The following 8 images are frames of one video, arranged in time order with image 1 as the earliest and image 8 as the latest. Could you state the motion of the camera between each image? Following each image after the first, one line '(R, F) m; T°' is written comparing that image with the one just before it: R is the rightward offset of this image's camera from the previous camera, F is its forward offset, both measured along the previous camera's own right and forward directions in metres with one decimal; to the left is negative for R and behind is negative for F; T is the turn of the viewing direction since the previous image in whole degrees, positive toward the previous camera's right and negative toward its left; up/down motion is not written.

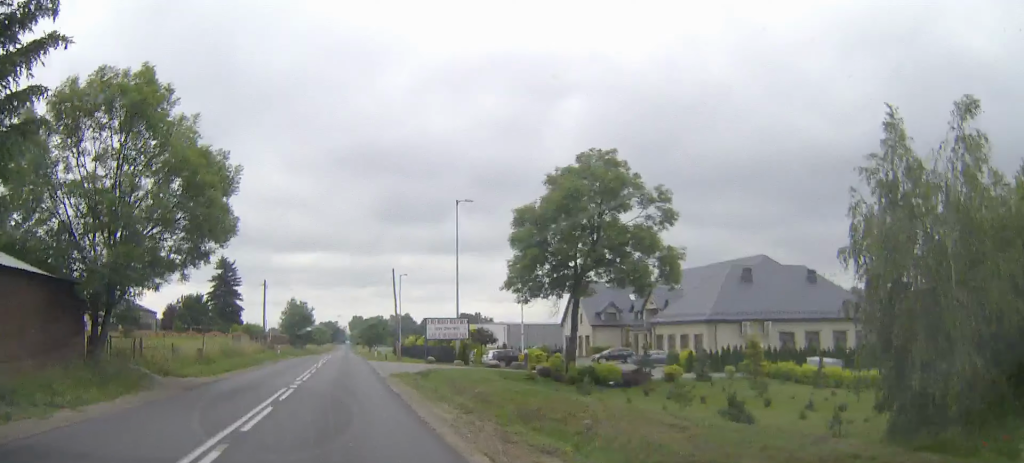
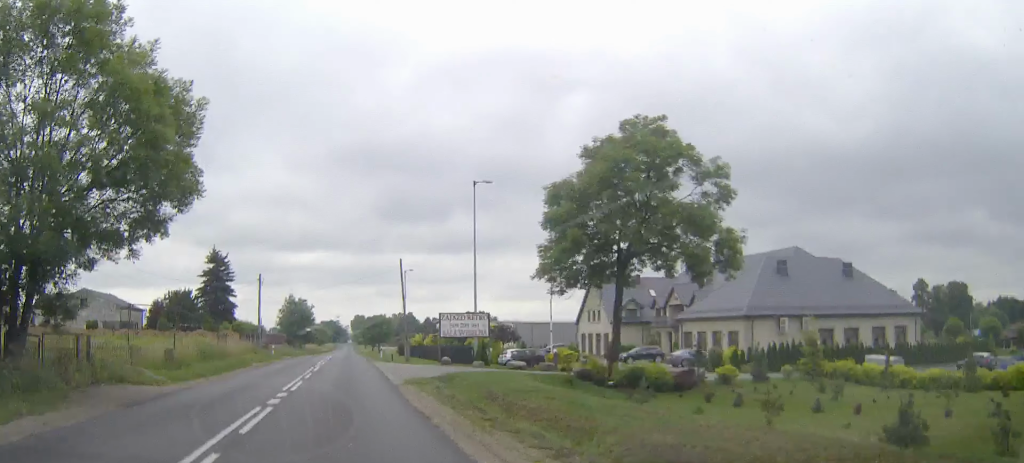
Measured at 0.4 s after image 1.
(0.0, +6.7) m; 0°
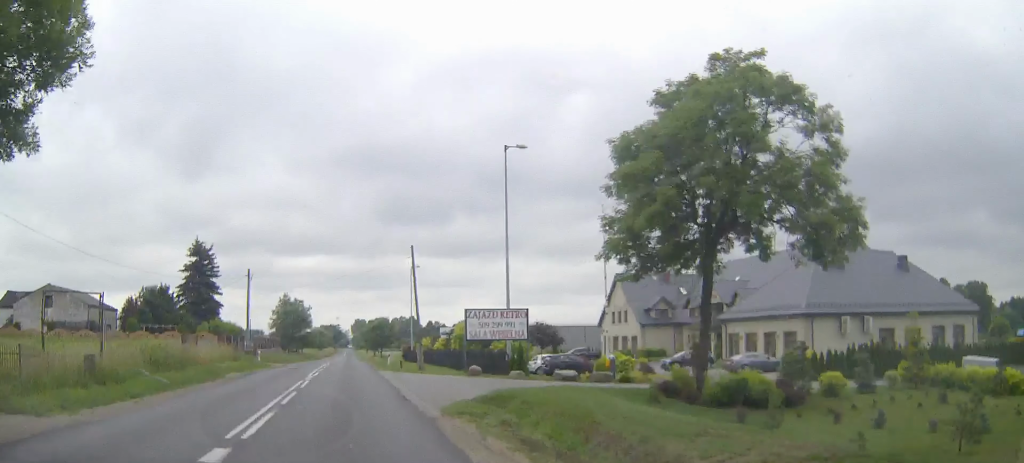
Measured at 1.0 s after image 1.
(0.0, +9.4) m; 0°
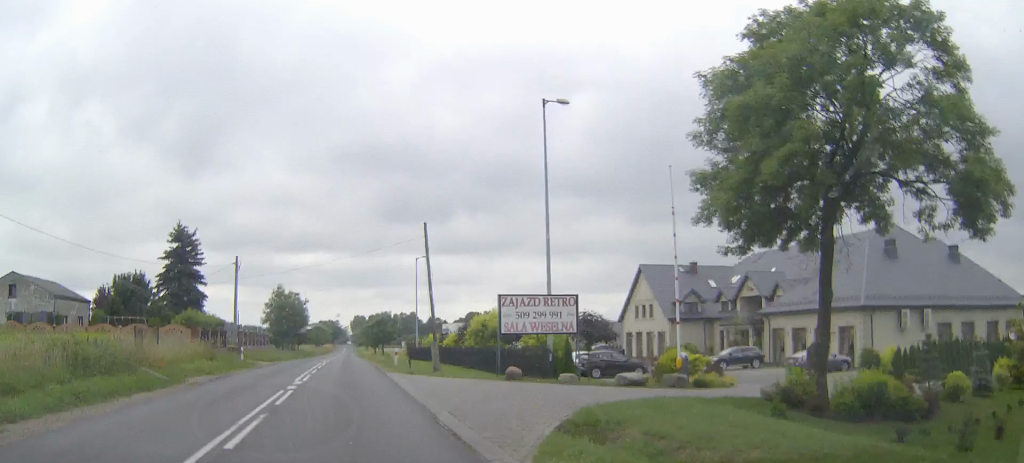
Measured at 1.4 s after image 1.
(0.0, +8.1) m; 0°
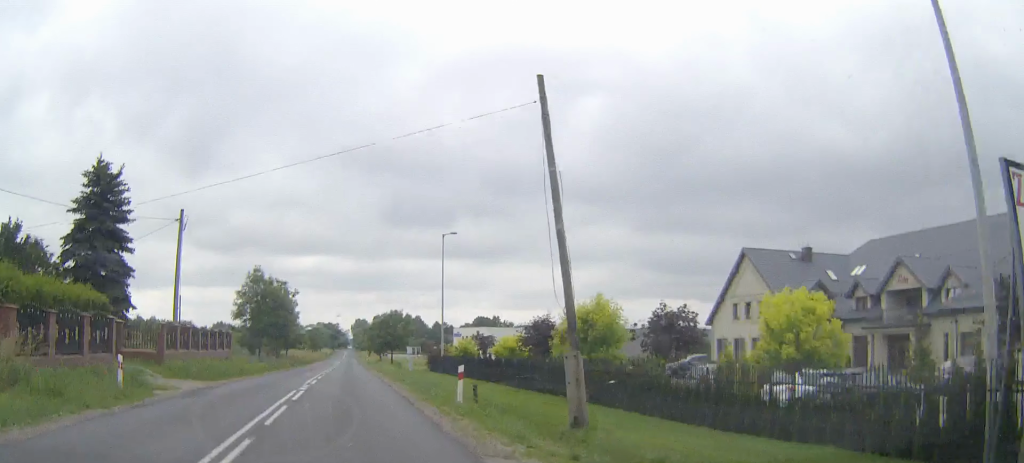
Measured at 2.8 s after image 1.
(0.0, +22.8) m; 0°
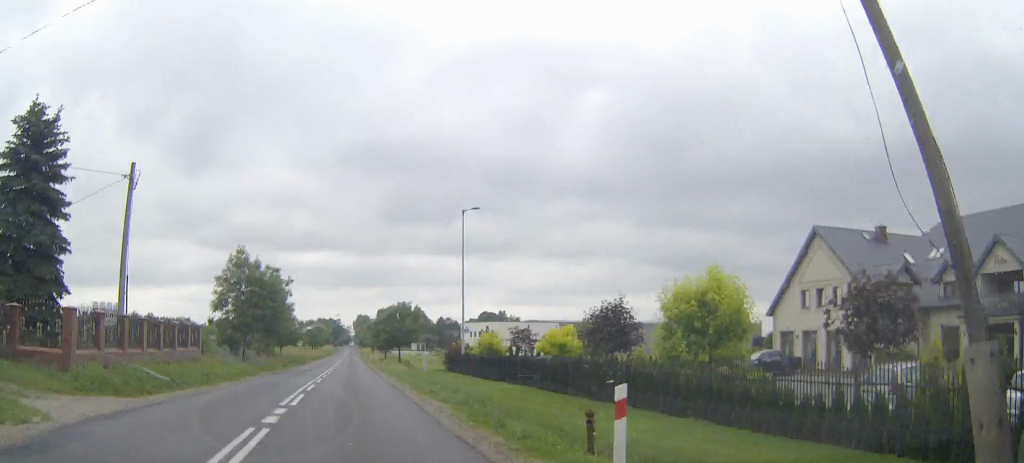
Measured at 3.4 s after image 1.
(0.0, +10.7) m; 0°
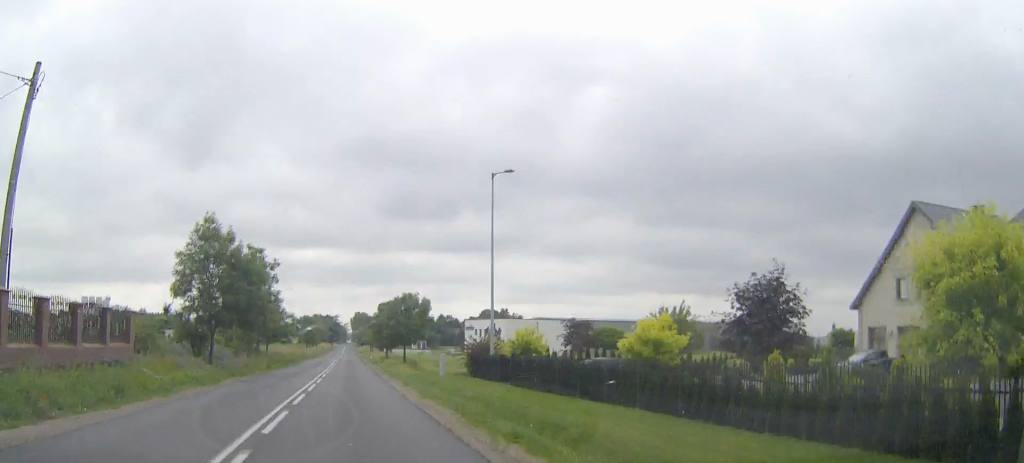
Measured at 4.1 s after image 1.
(0.0, +11.3) m; 0°
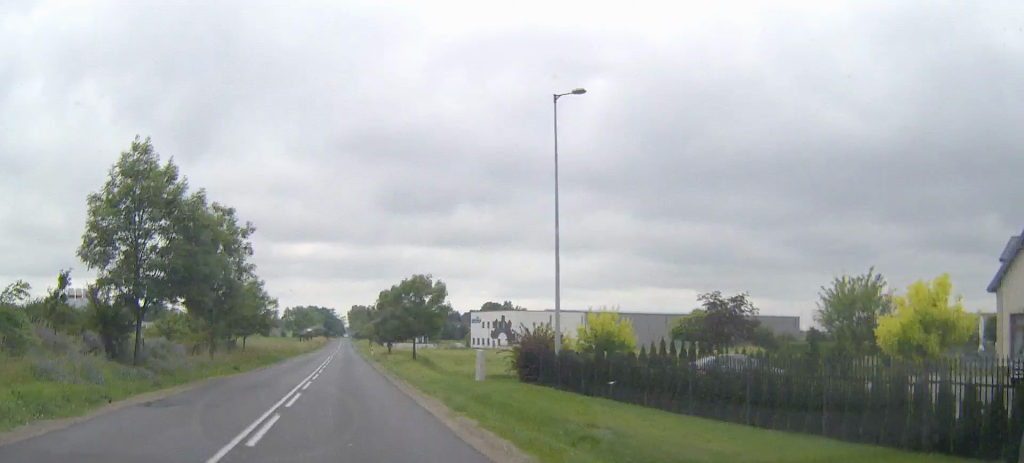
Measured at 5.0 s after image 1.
(0.0, +13.9) m; 0°
